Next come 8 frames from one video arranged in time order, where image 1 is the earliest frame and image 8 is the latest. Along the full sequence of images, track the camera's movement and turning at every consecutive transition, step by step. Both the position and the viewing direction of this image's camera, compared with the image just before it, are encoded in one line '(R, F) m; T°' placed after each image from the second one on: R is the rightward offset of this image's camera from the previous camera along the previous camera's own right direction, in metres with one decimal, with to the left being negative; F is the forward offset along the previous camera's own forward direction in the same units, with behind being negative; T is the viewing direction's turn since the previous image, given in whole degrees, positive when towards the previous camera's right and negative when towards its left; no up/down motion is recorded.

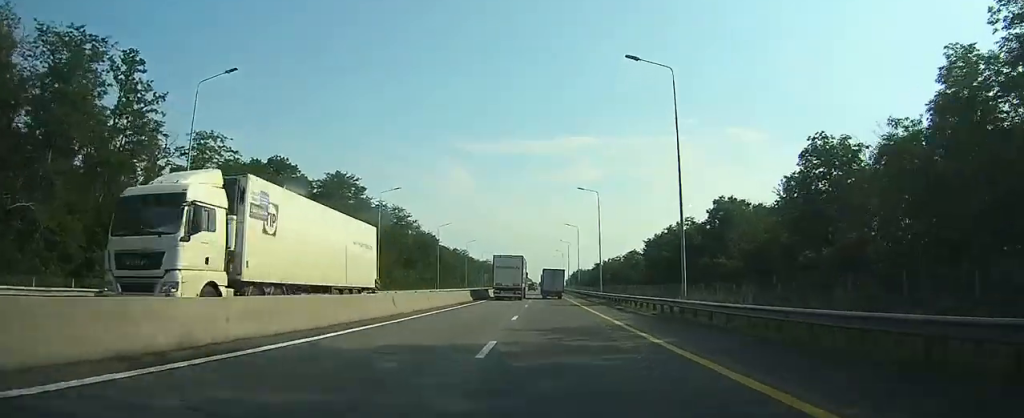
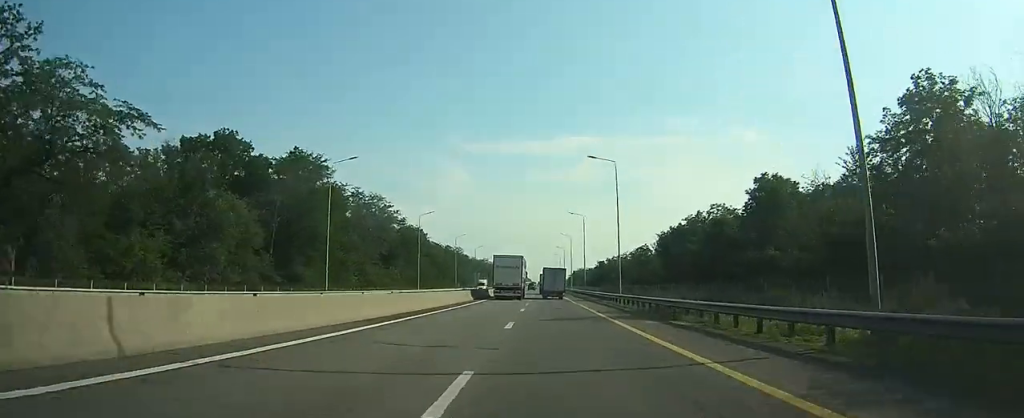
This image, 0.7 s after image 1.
(0.0, +16.8) m; 0°
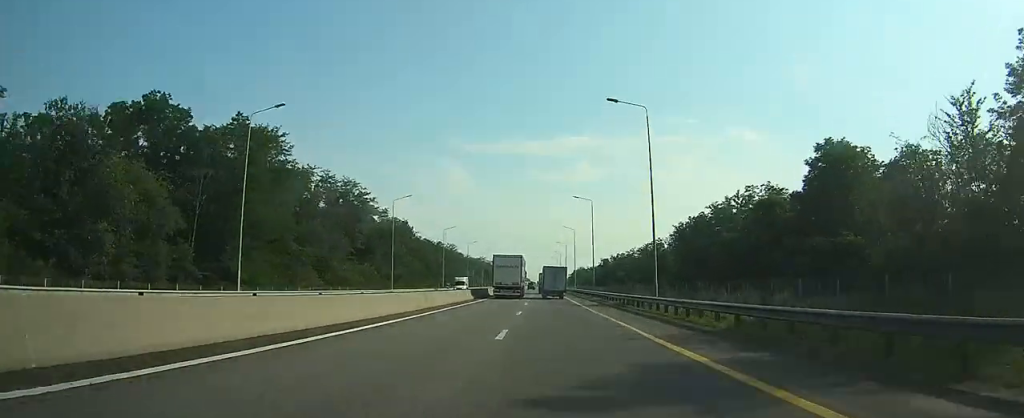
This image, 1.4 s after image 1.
(0.0, +16.1) m; 0°
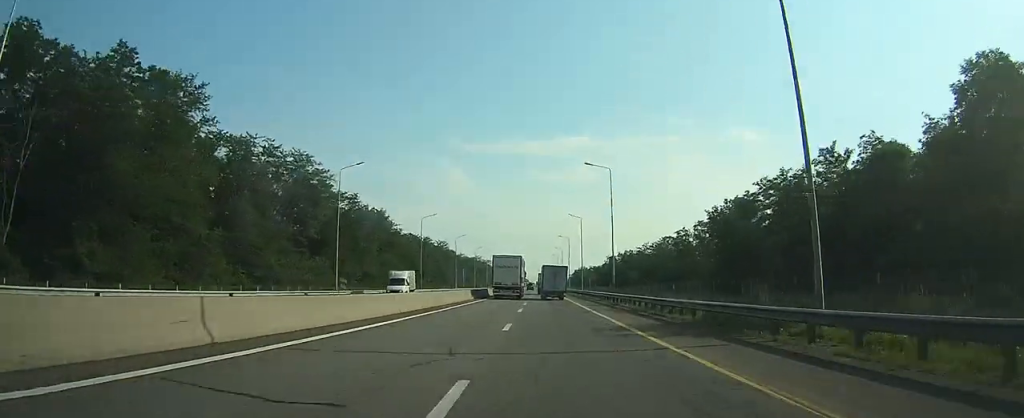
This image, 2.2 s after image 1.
(0.0, +21.1) m; 0°
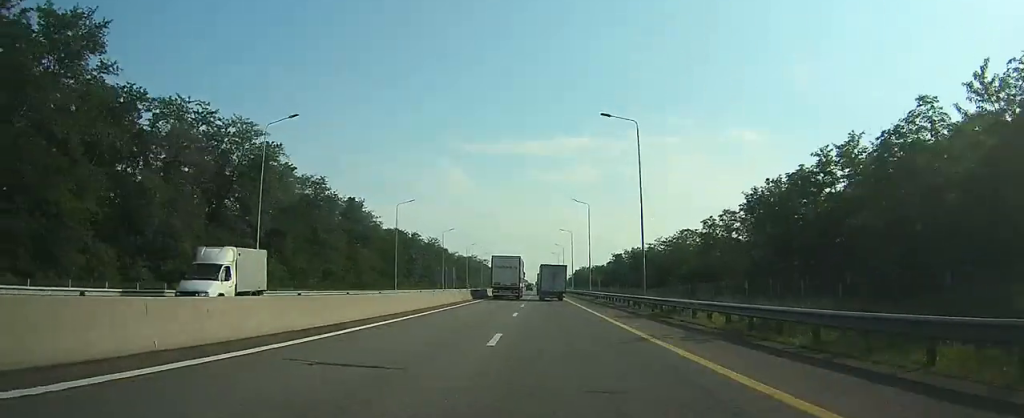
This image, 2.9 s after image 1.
(0.0, +16.3) m; 0°
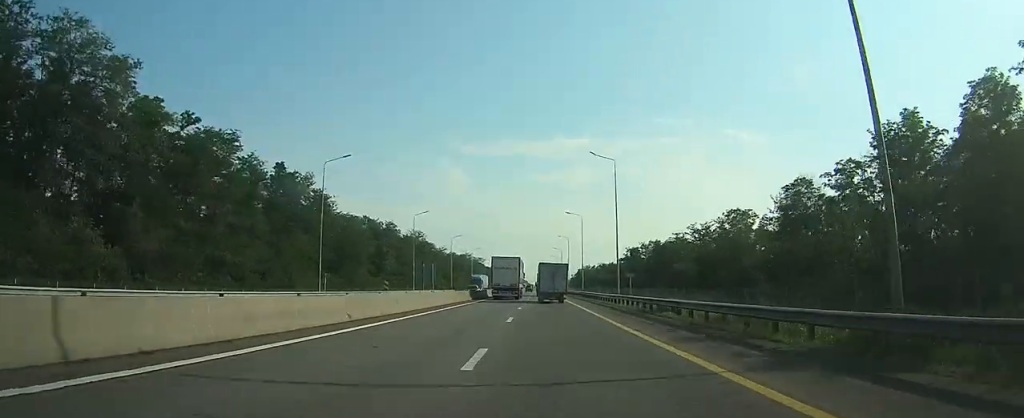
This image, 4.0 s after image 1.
(+0.1, +27.8) m; 0°
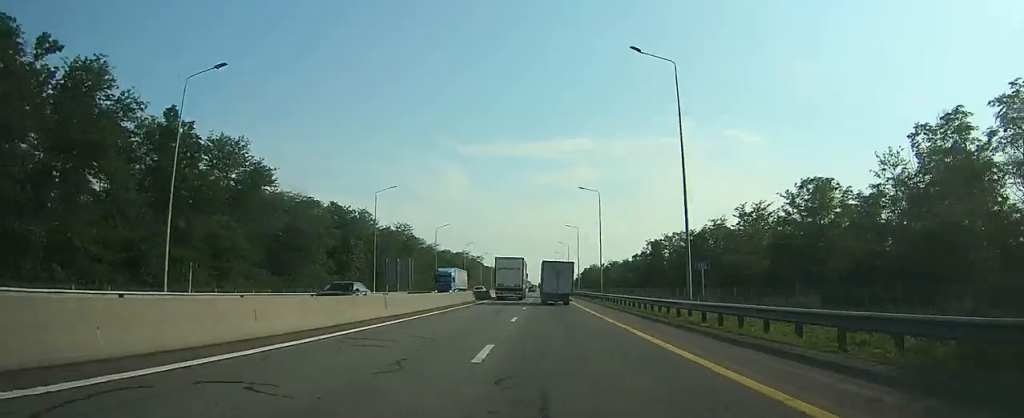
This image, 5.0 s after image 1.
(+0.1, +23.1) m; 0°
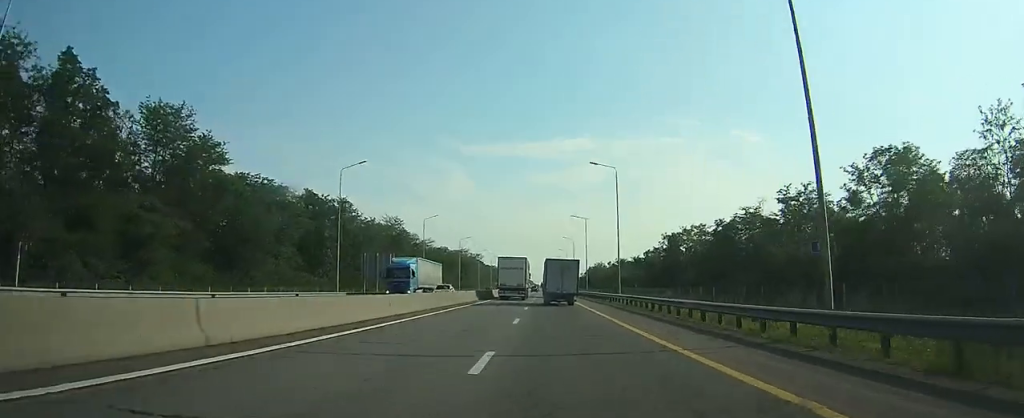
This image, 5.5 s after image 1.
(0.0, +13.3) m; 0°
